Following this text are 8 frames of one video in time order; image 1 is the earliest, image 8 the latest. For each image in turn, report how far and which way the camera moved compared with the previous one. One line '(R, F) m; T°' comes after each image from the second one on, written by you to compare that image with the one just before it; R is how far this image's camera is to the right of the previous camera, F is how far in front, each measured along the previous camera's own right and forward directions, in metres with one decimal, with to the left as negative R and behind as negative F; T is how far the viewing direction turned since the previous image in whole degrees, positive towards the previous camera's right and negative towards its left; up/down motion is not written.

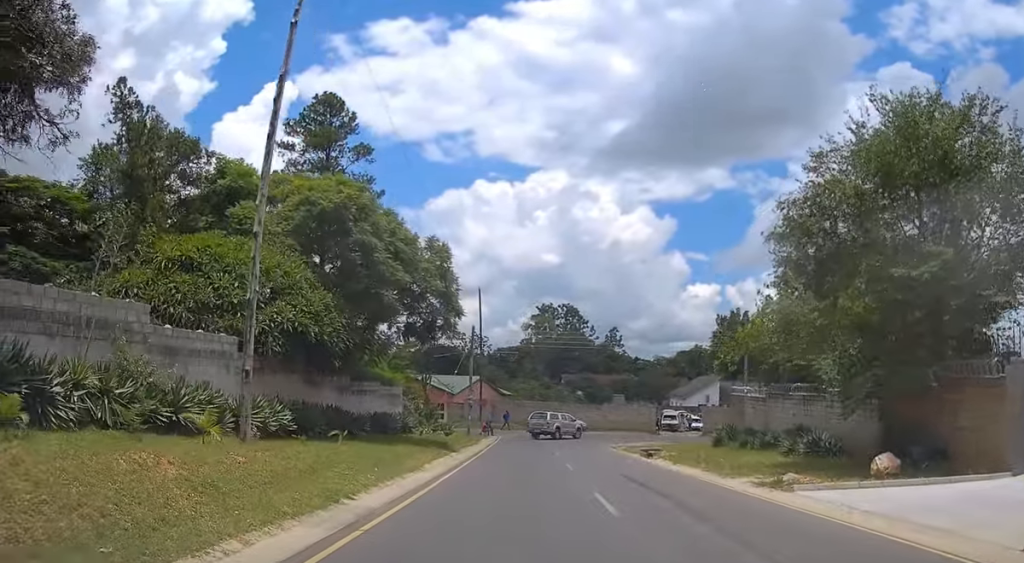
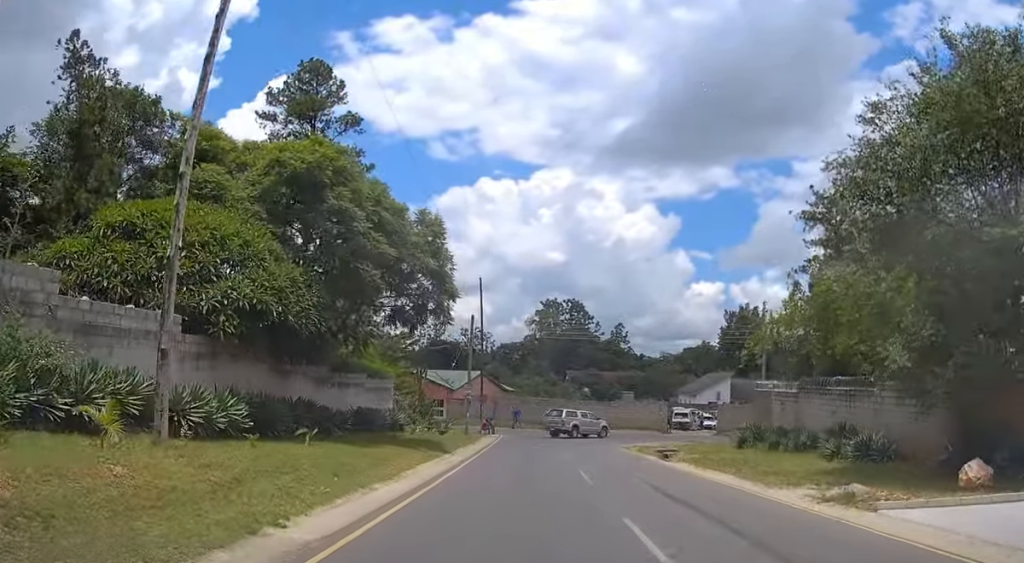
(0.0, +3.9) m; 0°
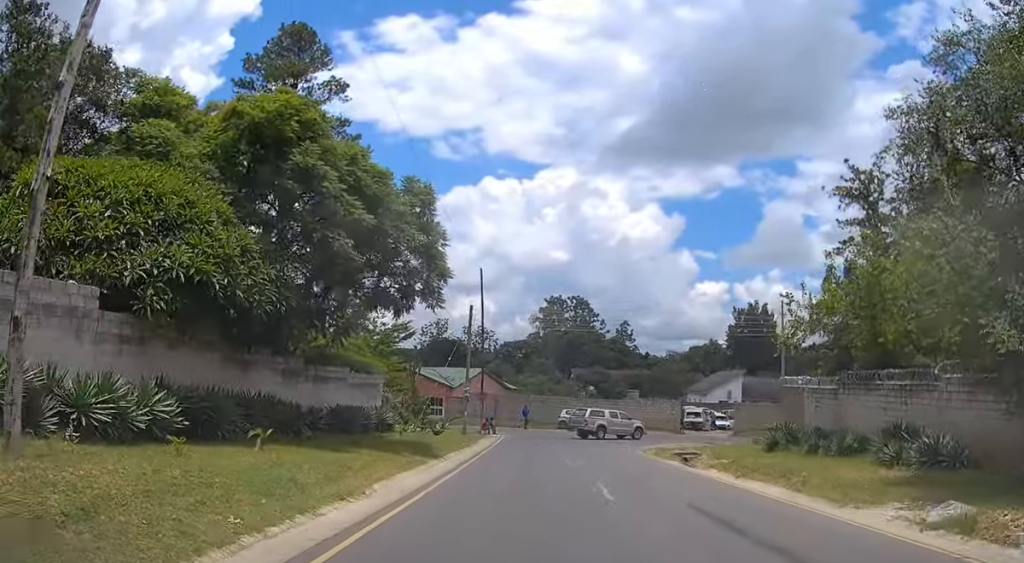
(0.0, +4.0) m; 0°
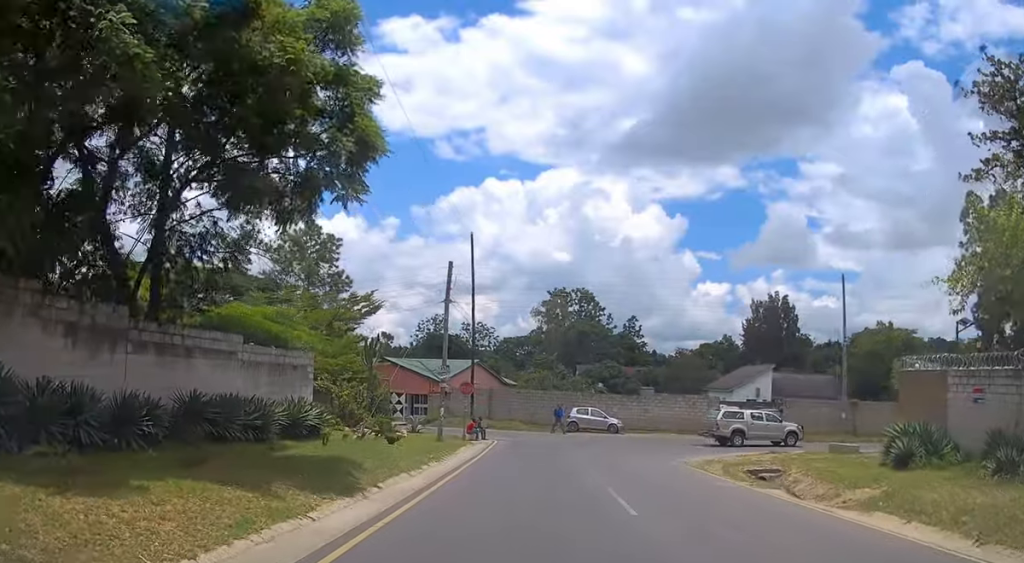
(+0.1, +11.6) m; +1°
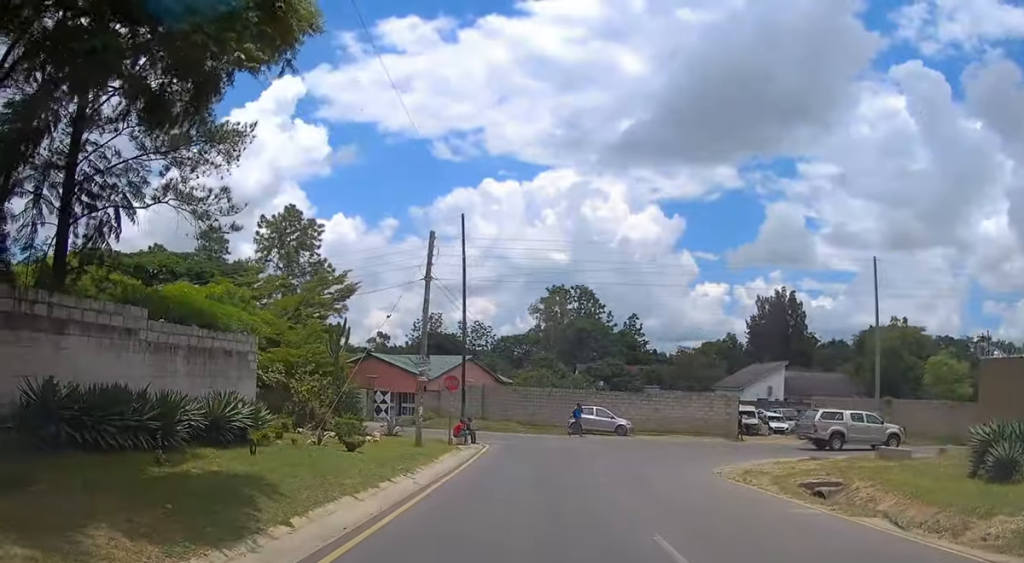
(+0.1, +5.1) m; 0°
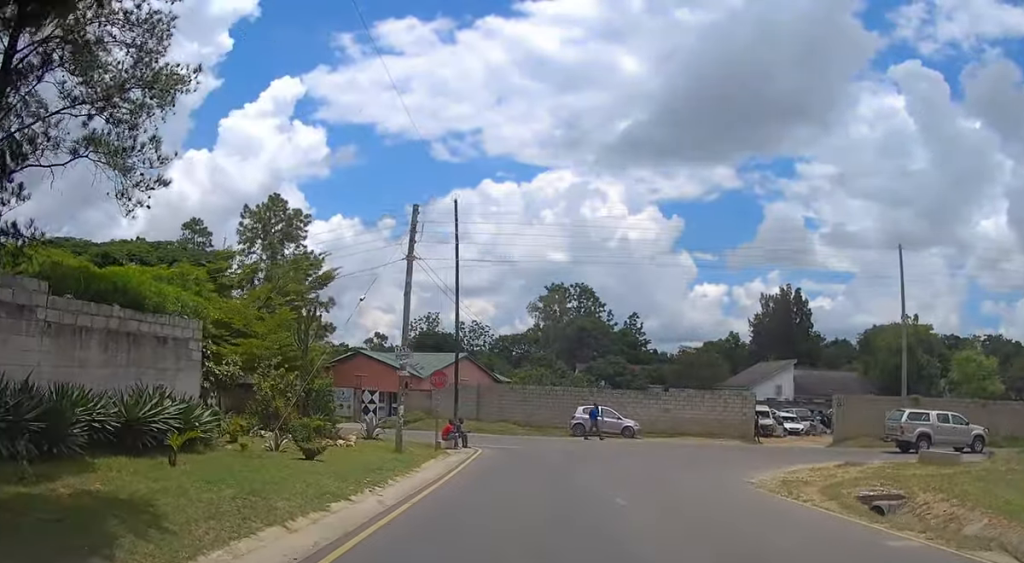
(0.0, +3.4) m; -1°
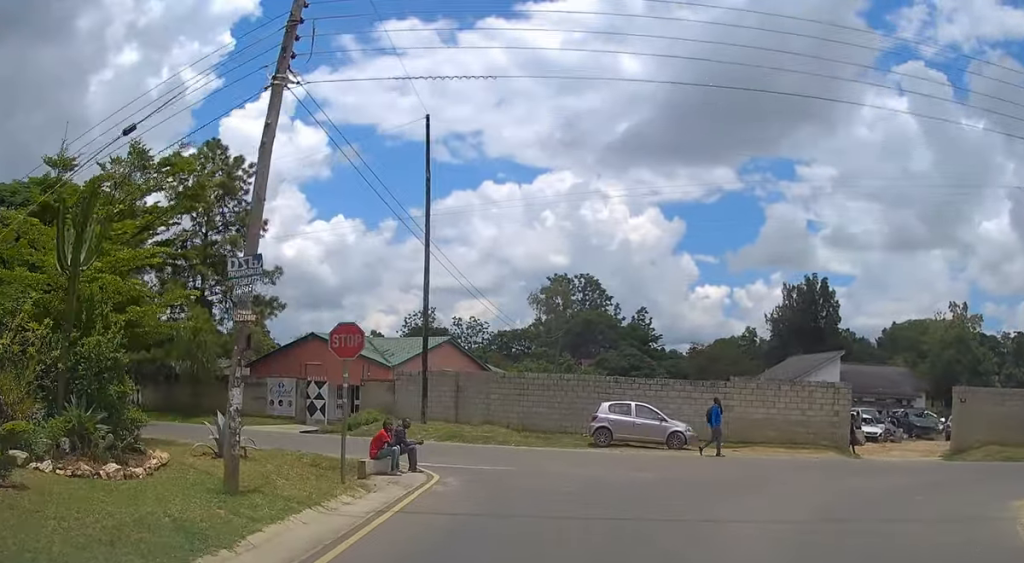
(-0.1, +12.5) m; 0°
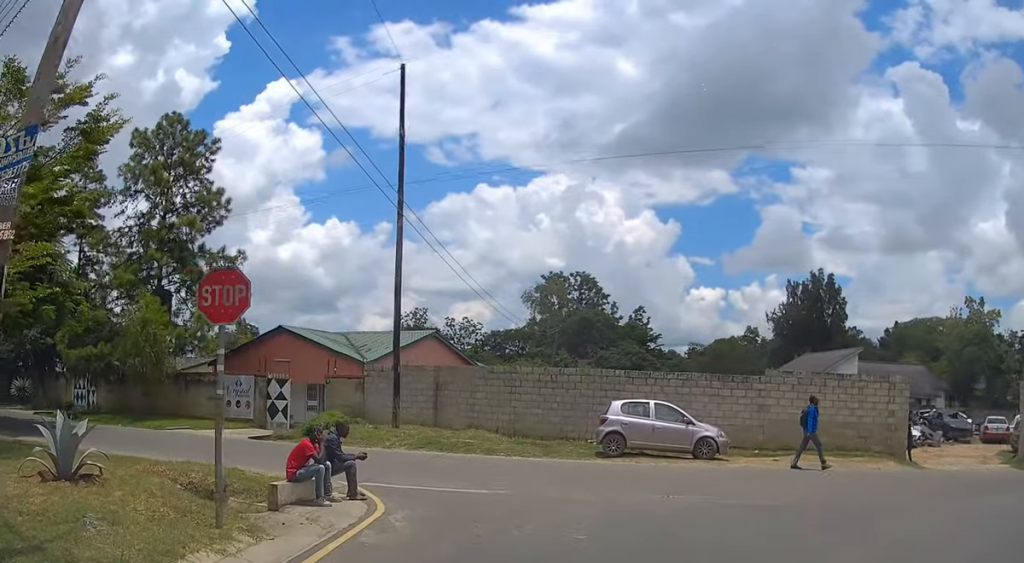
(+0.1, +5.4) m; +1°
